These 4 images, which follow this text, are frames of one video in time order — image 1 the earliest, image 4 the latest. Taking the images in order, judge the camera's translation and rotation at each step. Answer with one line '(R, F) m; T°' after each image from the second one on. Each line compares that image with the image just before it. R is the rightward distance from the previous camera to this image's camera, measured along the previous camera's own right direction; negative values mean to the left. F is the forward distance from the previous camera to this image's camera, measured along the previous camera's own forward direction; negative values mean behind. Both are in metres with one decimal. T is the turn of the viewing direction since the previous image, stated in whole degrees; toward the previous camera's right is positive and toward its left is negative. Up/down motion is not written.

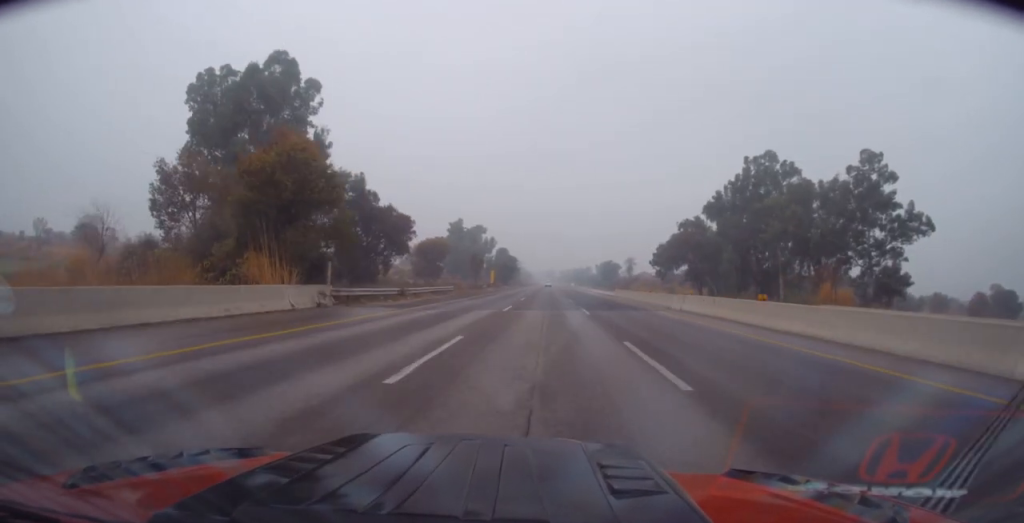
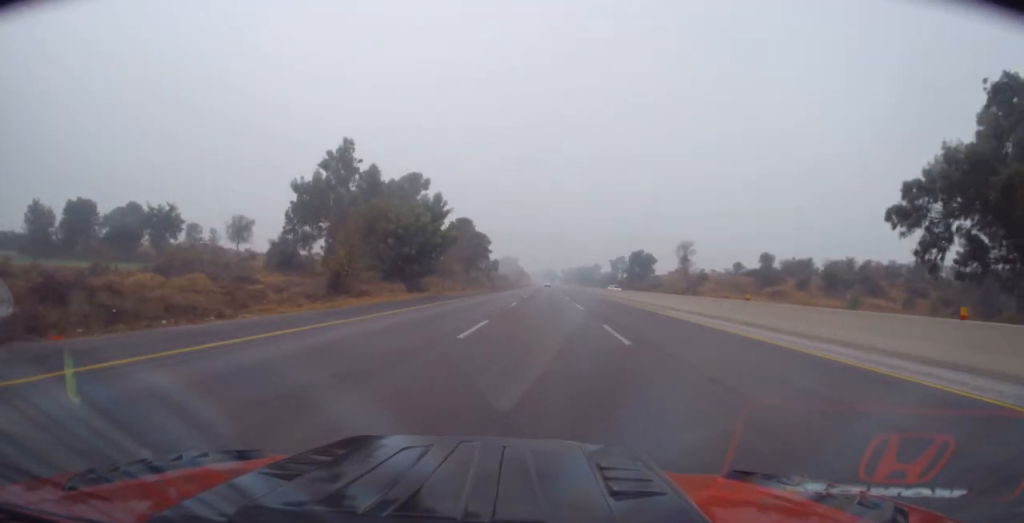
(+0.1, +100.9) m; 0°
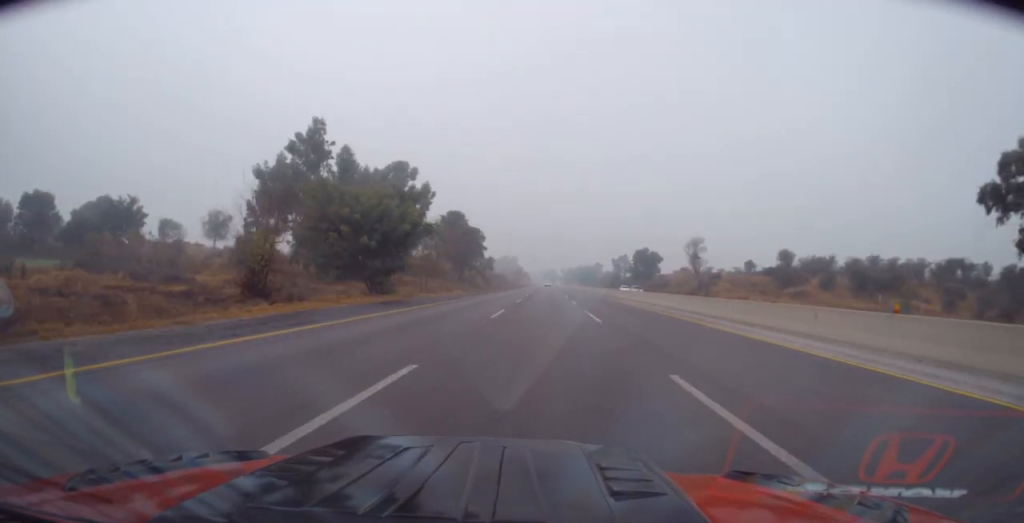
(-0.1, +10.5) m; 0°
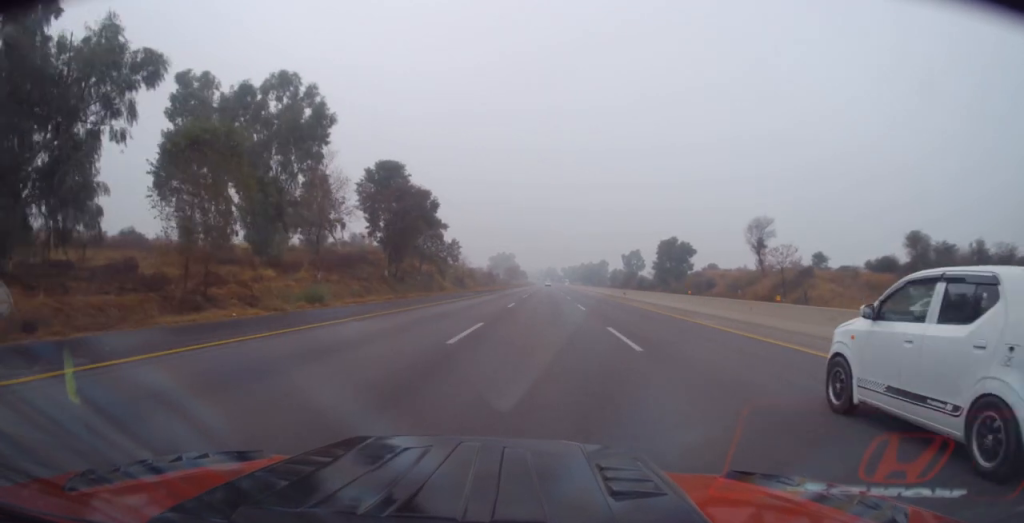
(0.0, +44.5) m; 0°
